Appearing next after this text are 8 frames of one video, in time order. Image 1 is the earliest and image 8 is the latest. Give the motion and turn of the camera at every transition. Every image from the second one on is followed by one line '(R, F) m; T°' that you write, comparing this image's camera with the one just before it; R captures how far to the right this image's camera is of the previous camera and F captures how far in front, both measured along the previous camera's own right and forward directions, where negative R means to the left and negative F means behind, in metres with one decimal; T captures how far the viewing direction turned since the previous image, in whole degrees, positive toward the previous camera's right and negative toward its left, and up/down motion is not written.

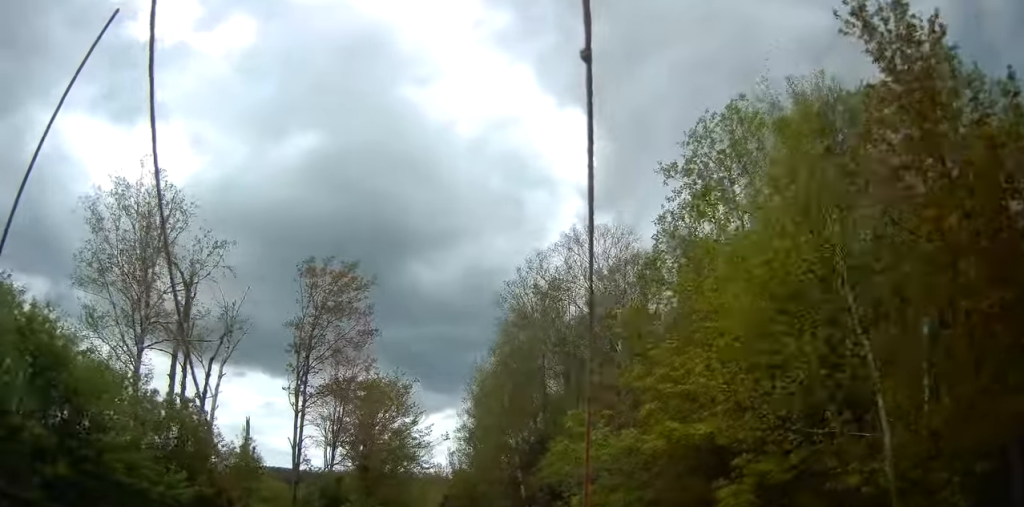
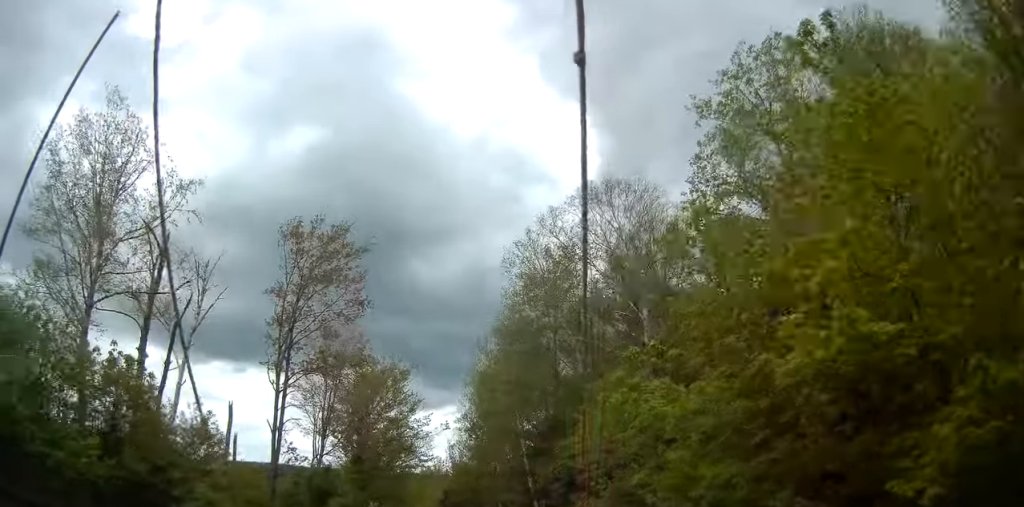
(0.0, +3.6) m; 0°
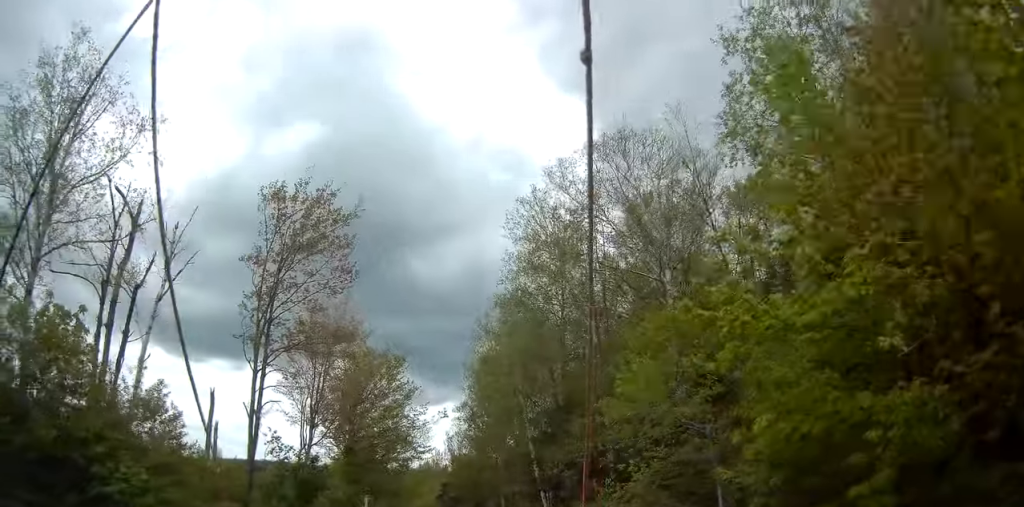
(0.0, +3.1) m; -1°
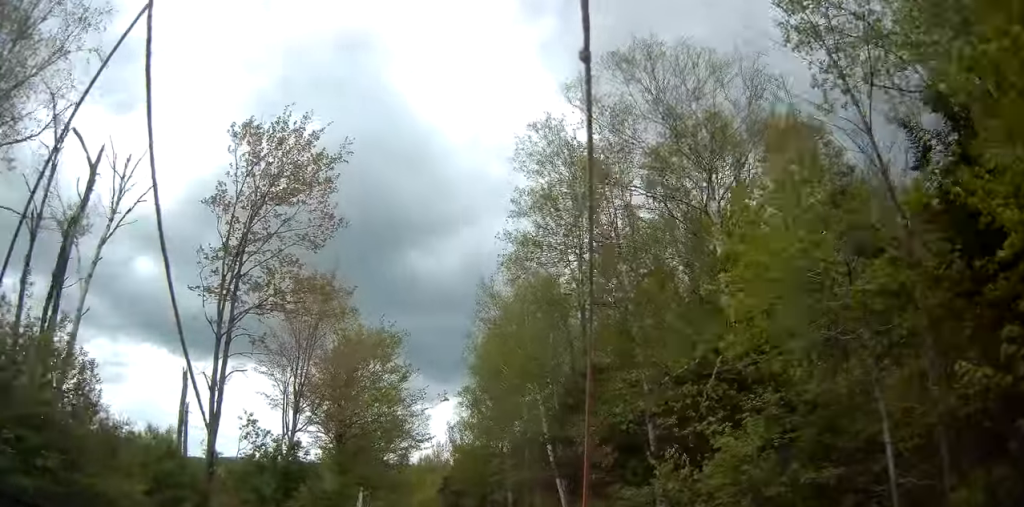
(-0.1, +4.4) m; -1°
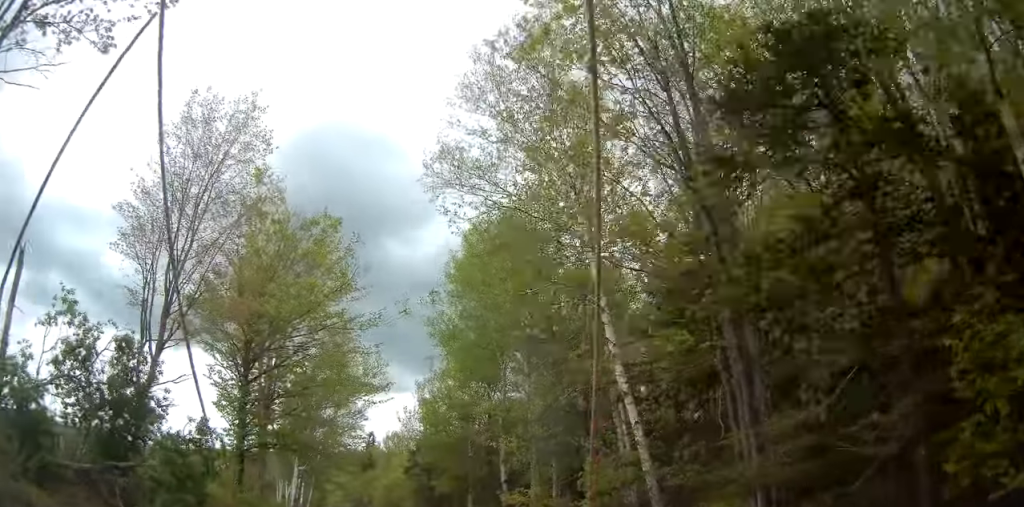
(+0.2, +14.4) m; +2°
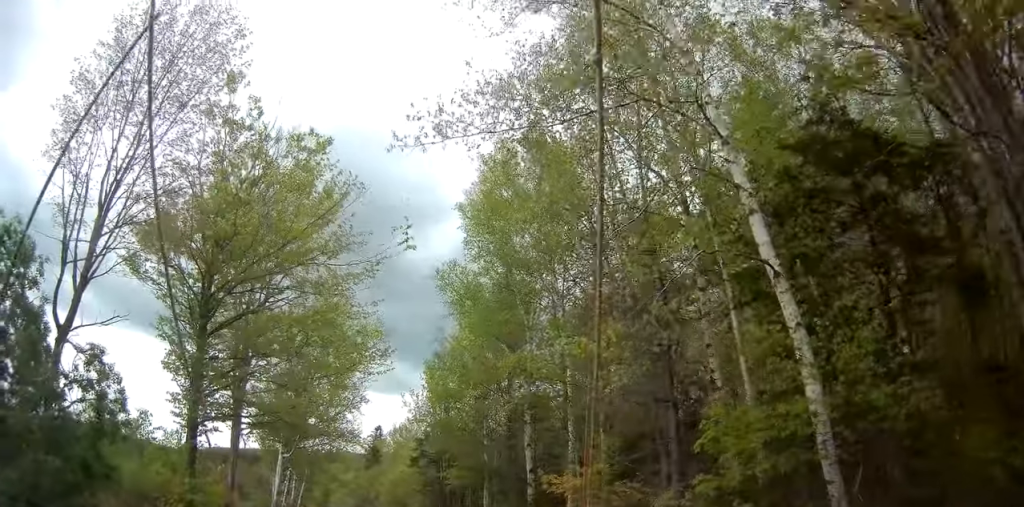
(0.0, +6.8) m; -1°
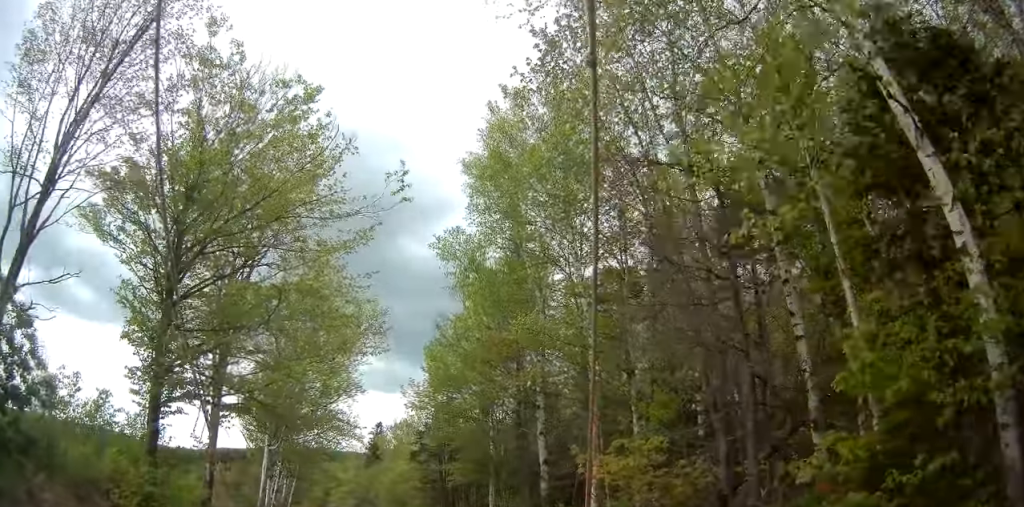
(-0.2, +3.7) m; 0°
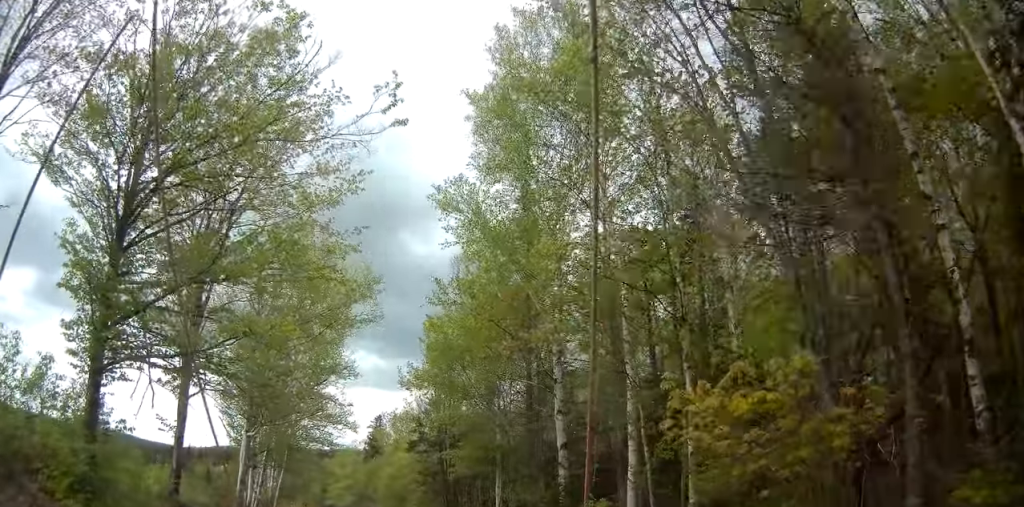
(+0.3, +3.6) m; +1°
